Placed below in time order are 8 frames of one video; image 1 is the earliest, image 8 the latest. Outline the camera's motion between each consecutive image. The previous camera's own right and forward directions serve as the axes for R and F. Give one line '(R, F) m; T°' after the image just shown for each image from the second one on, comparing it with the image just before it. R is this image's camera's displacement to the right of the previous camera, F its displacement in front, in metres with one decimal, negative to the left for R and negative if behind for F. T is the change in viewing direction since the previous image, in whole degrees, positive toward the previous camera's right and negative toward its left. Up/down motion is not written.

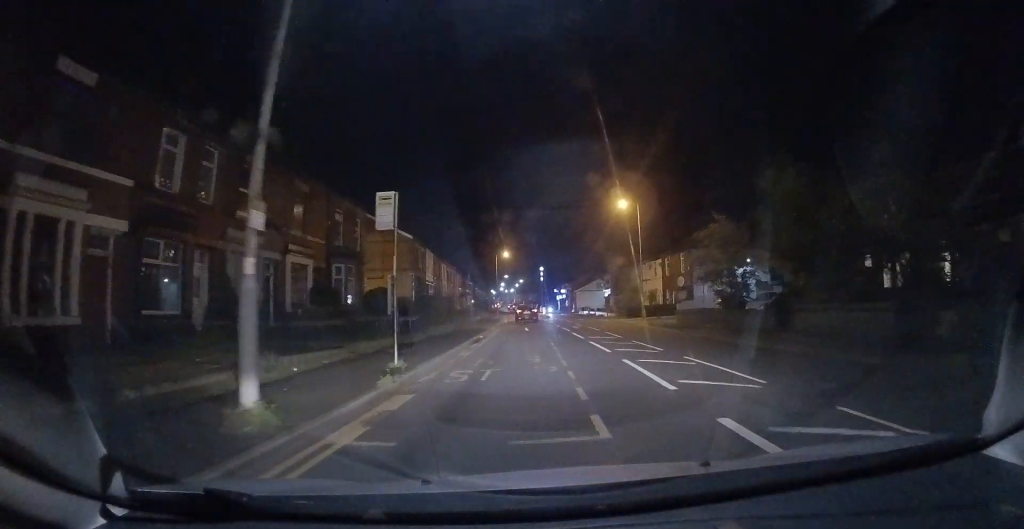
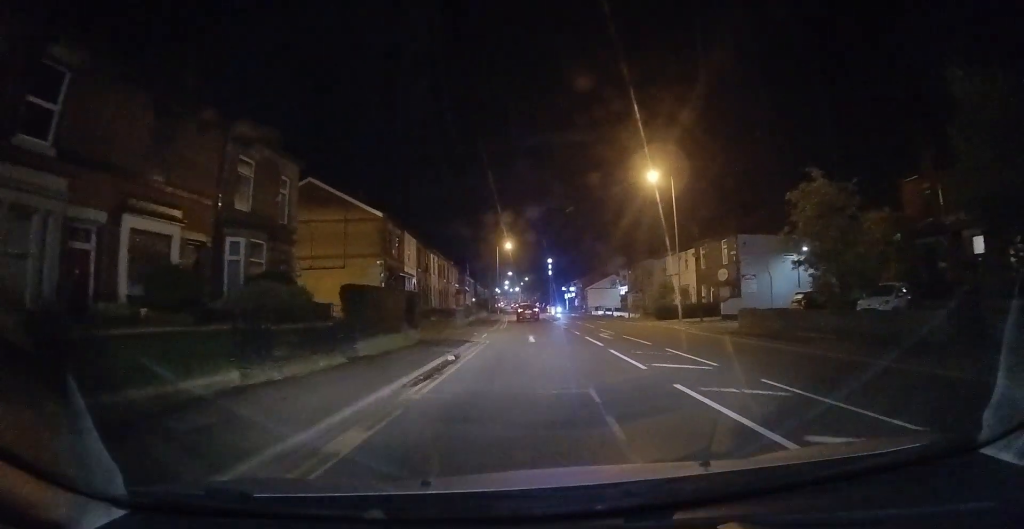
(-0.2, +10.1) m; -1°
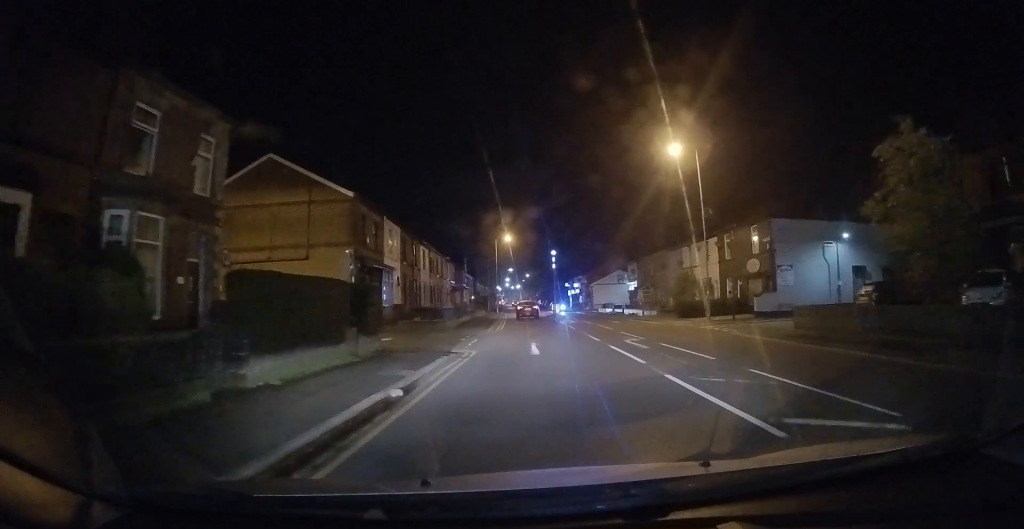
(0.0, +5.7) m; 0°
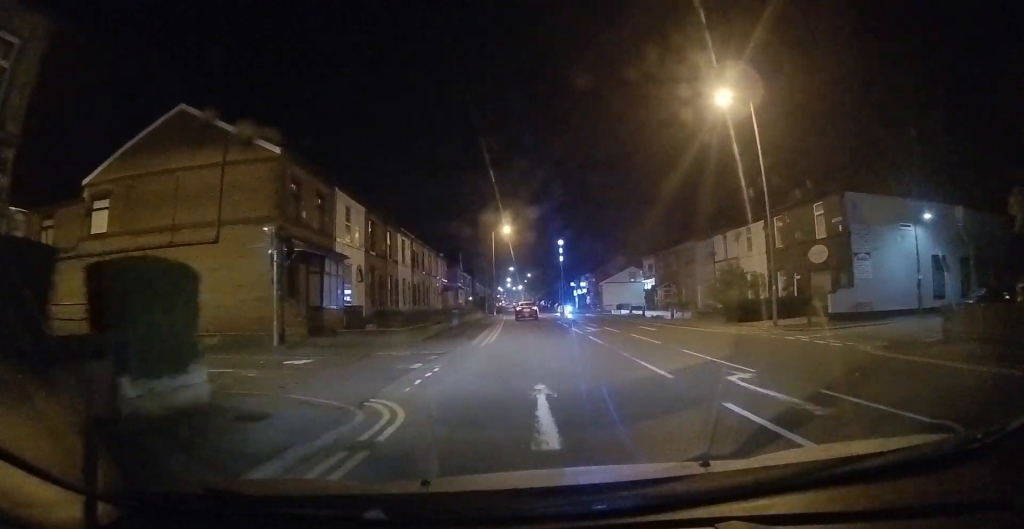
(+0.1, +8.6) m; 0°
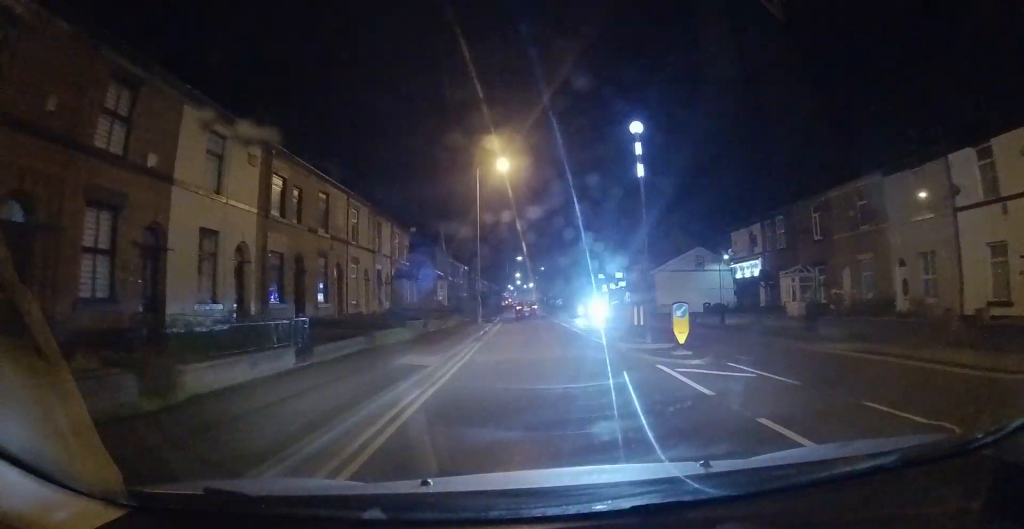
(-0.5, +26.7) m; -2°
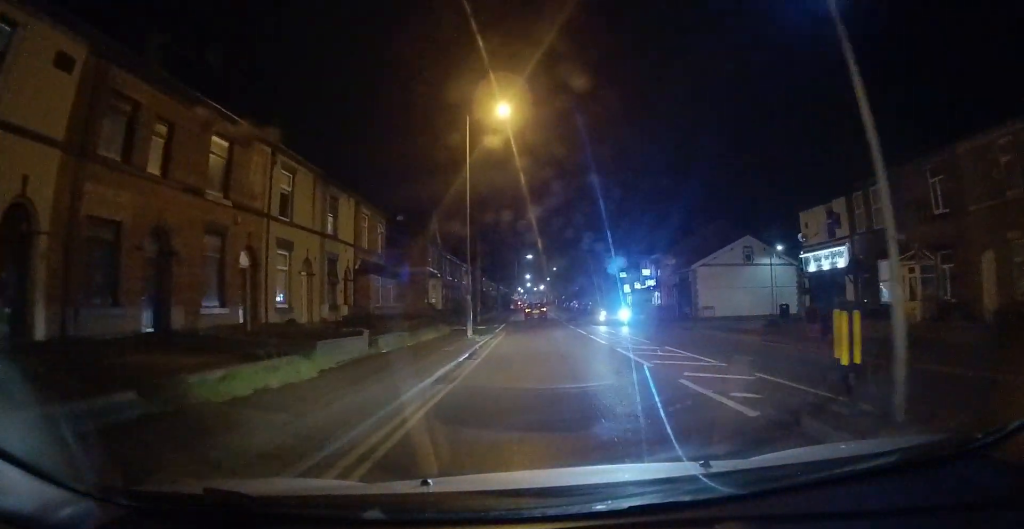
(0.0, +9.6) m; 0°
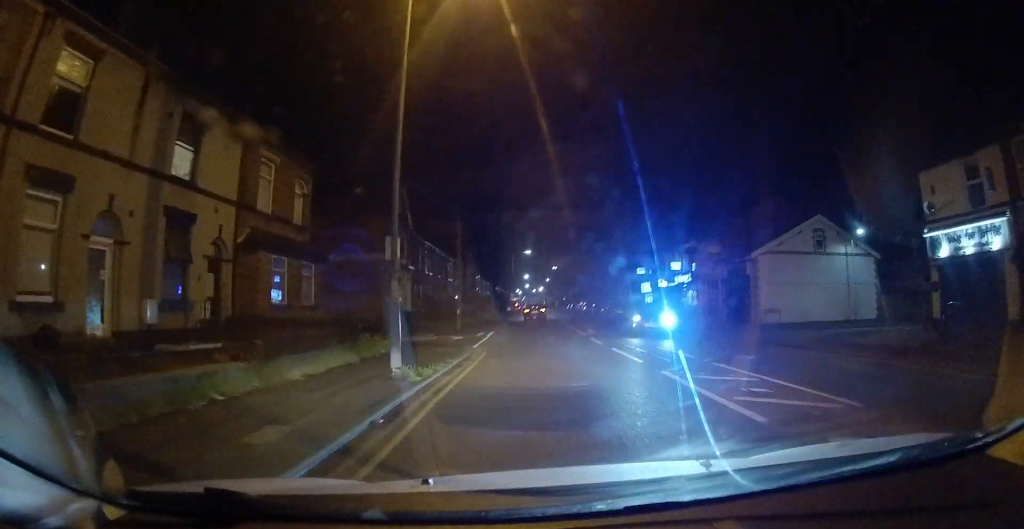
(+0.1, +11.5) m; -1°
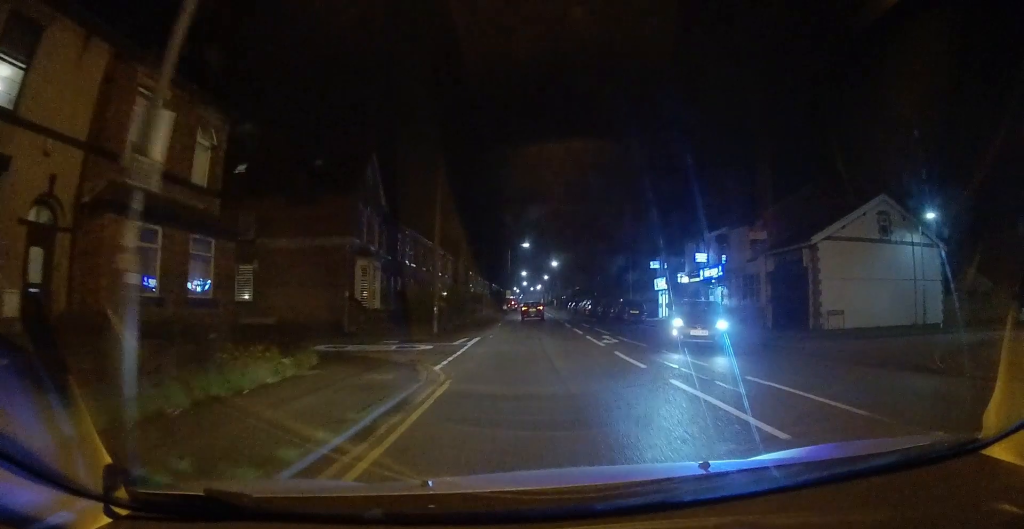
(0.0, +6.6) m; -2°
